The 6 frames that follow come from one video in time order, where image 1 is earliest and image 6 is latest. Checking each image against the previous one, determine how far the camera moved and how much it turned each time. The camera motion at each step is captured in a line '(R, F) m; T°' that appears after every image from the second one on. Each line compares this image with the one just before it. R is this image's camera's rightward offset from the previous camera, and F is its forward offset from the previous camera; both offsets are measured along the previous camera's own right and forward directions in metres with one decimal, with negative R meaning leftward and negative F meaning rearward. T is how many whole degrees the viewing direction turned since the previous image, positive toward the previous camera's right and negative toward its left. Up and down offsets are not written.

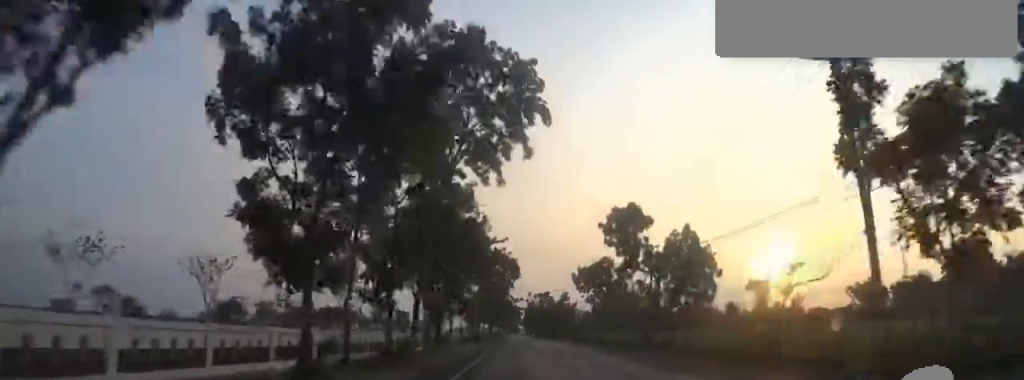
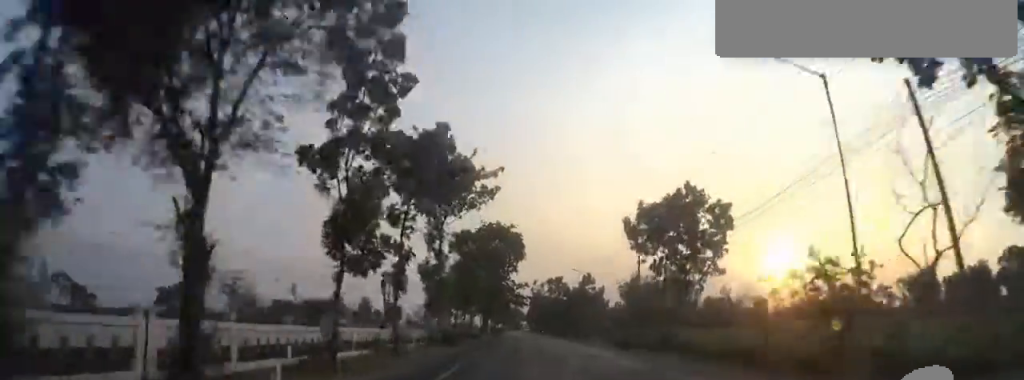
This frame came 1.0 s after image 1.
(+0.1, +23.7) m; +1°
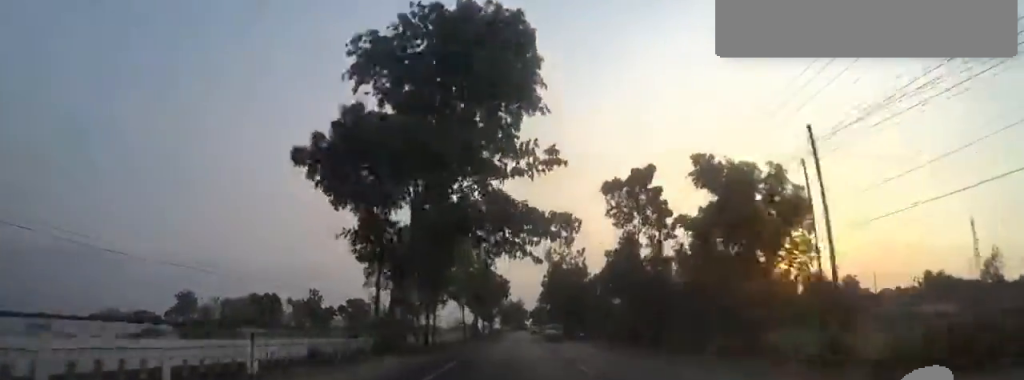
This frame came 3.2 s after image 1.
(-0.4, +54.3) m; -2°
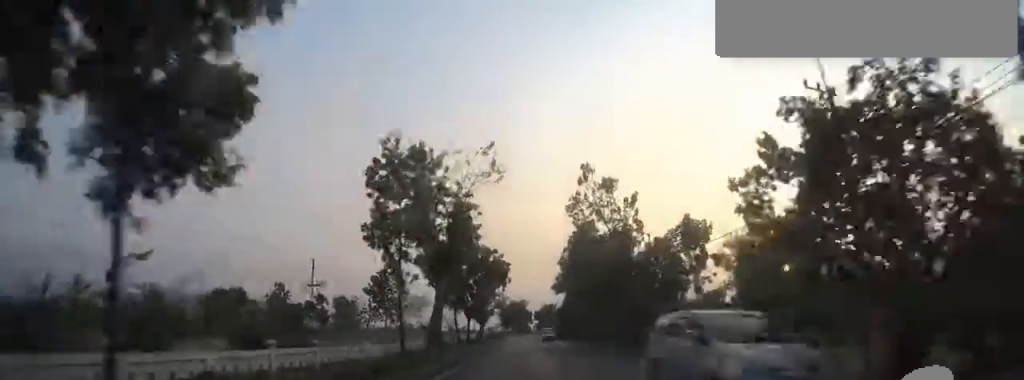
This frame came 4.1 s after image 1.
(-0.1, +23.8) m; +1°
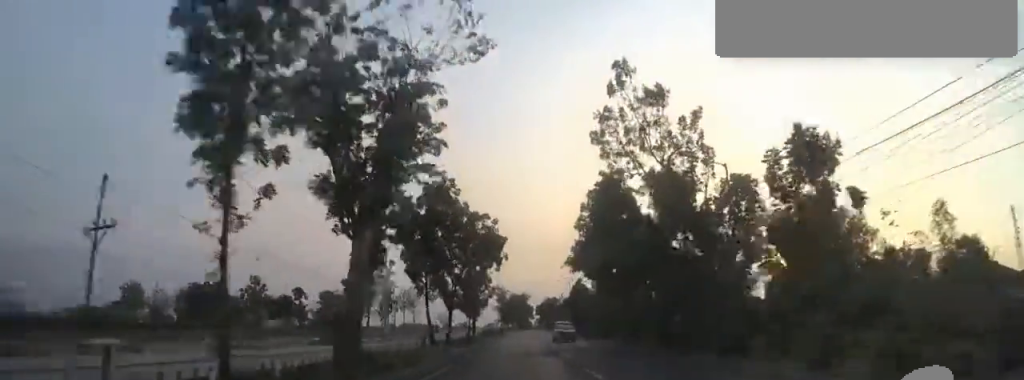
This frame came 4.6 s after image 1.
(+0.1, +12.3) m; 0°
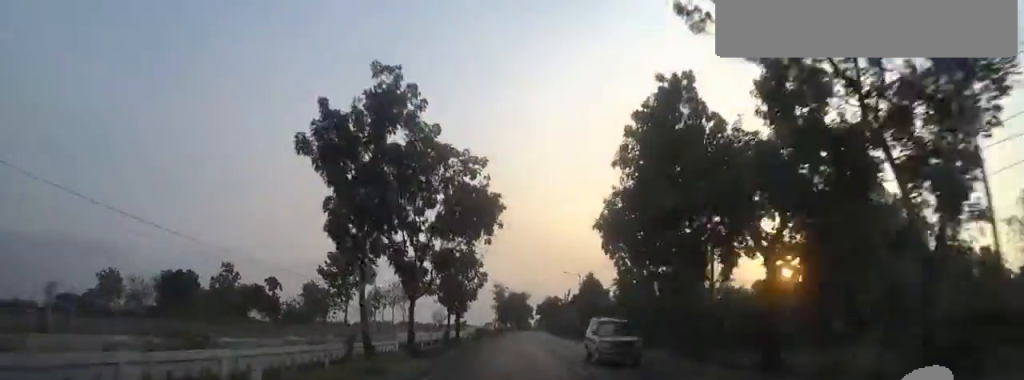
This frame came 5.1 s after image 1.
(+0.3, +11.5) m; 0°
